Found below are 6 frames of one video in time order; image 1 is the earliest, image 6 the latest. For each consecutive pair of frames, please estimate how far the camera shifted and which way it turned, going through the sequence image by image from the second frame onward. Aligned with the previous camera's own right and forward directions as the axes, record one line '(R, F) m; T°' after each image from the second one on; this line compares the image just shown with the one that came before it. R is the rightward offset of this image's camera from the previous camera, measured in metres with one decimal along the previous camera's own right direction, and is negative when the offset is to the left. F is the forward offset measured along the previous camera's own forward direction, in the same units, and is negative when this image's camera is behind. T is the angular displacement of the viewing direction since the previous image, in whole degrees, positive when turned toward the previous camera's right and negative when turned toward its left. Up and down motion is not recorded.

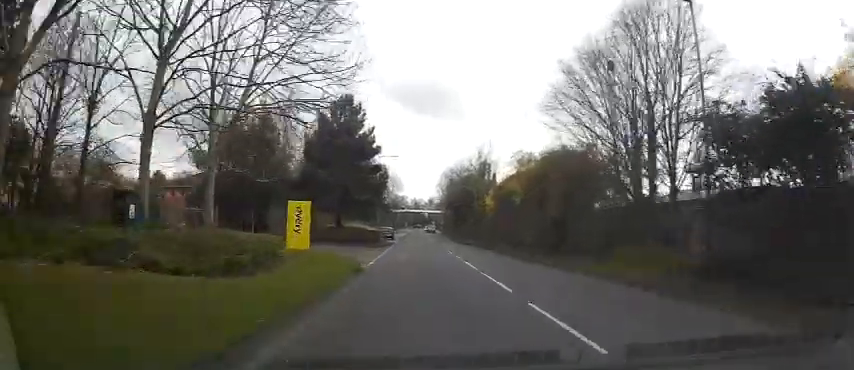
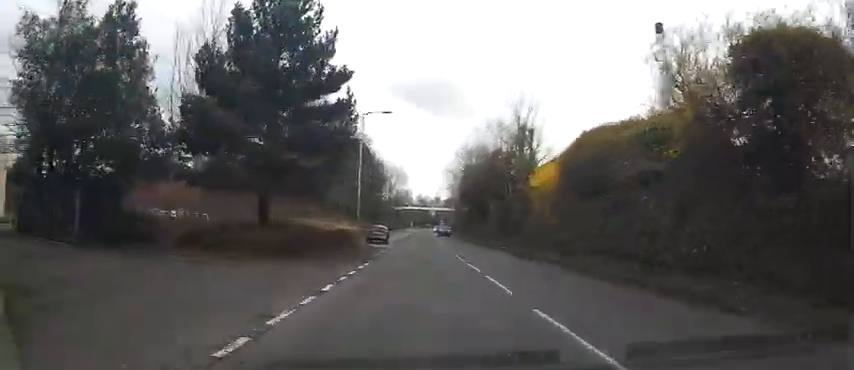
(+0.2, +18.3) m; +2°
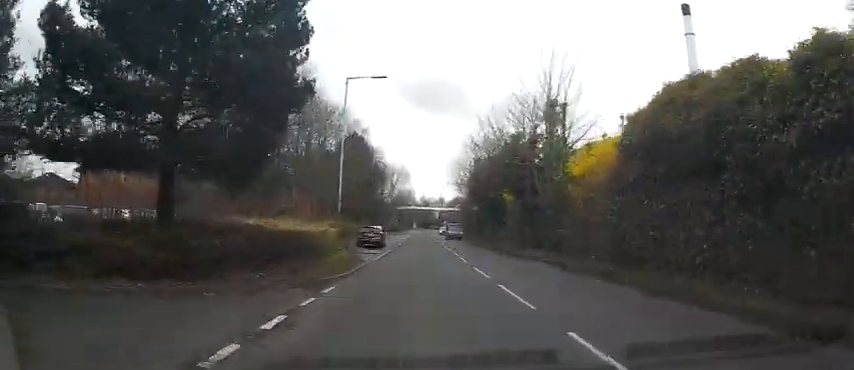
(+0.3, +7.7) m; 0°
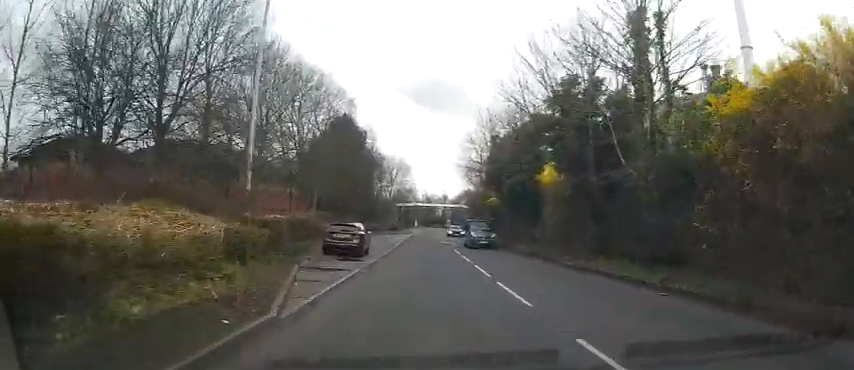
(-0.5, +12.3) m; -2°
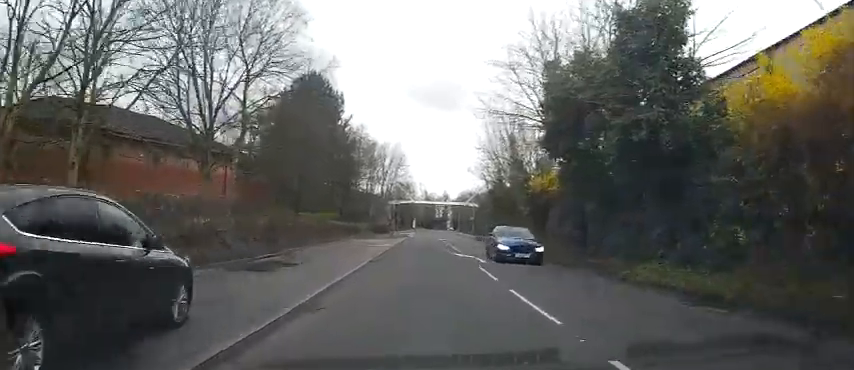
(0.0, +20.0) m; 0°
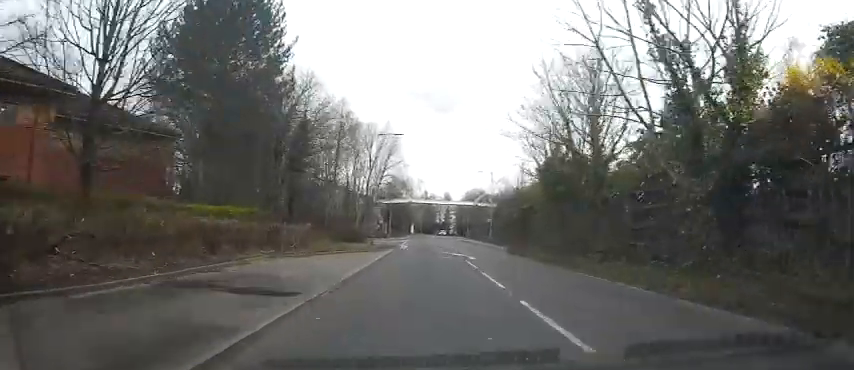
(+0.2, +21.4) m; +2°
